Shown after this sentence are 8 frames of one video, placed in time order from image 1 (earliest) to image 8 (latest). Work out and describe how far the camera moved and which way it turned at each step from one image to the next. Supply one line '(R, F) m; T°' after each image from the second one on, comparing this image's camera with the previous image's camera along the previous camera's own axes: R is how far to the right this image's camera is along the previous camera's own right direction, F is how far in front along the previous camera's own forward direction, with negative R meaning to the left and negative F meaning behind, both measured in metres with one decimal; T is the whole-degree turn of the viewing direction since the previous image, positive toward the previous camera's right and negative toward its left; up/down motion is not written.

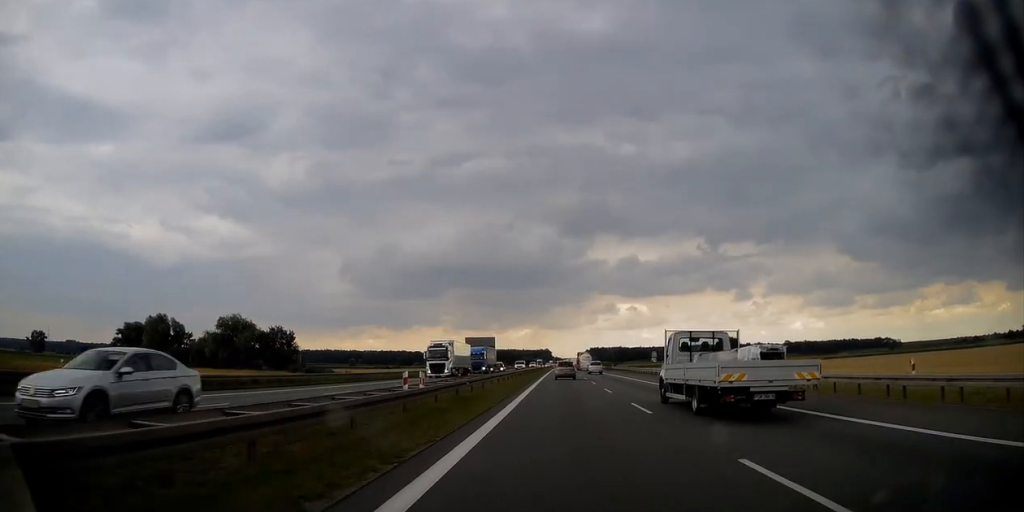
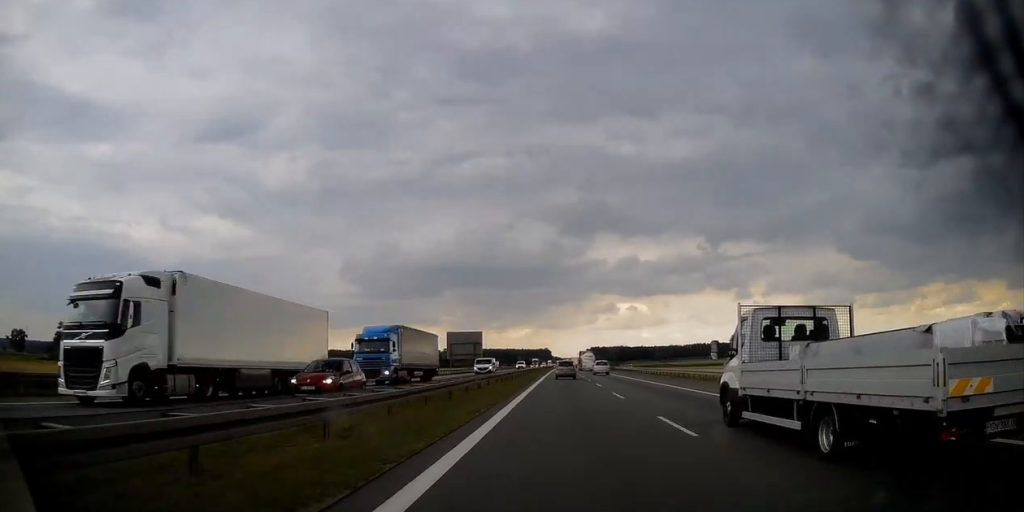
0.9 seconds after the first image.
(+0.3, +29.1) m; +1°
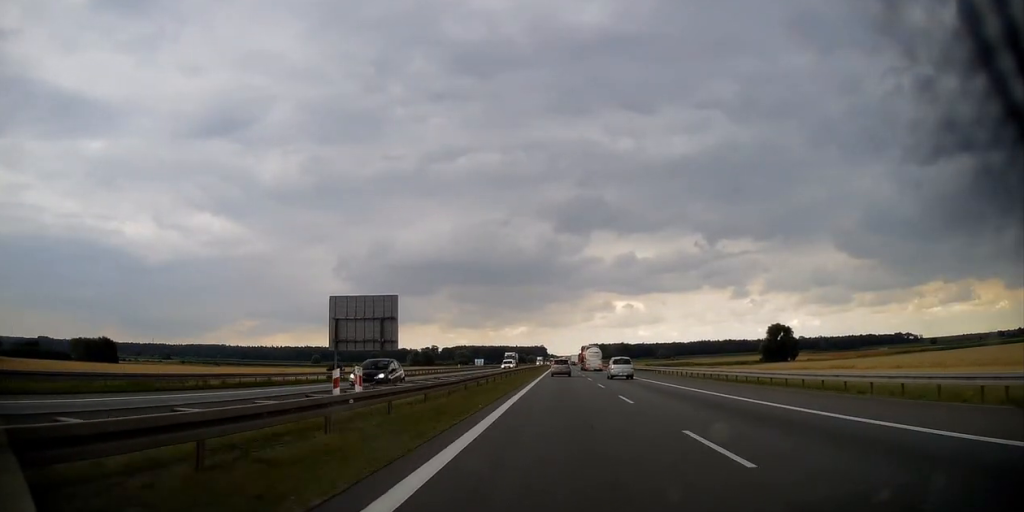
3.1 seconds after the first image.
(-0.3, +76.0) m; 0°
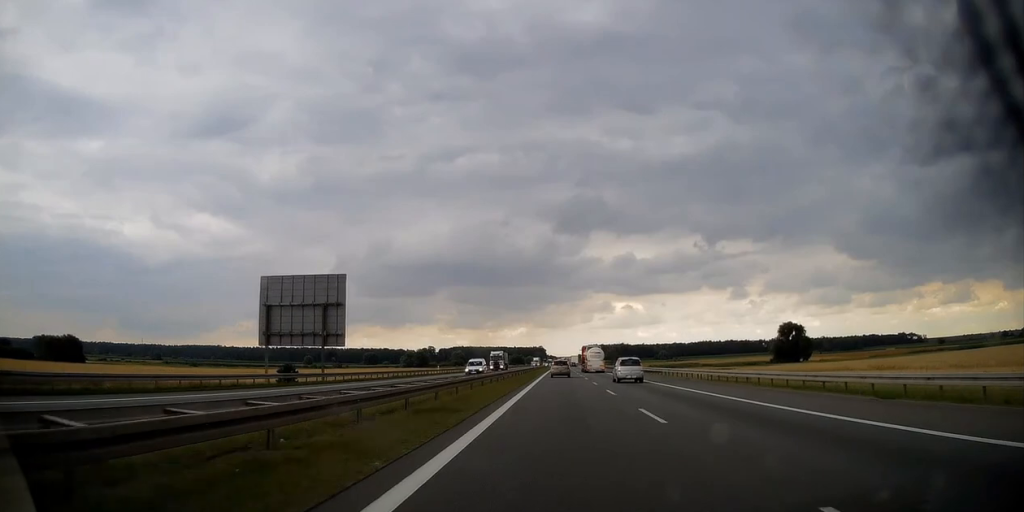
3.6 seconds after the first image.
(-0.1, +18.2) m; 0°
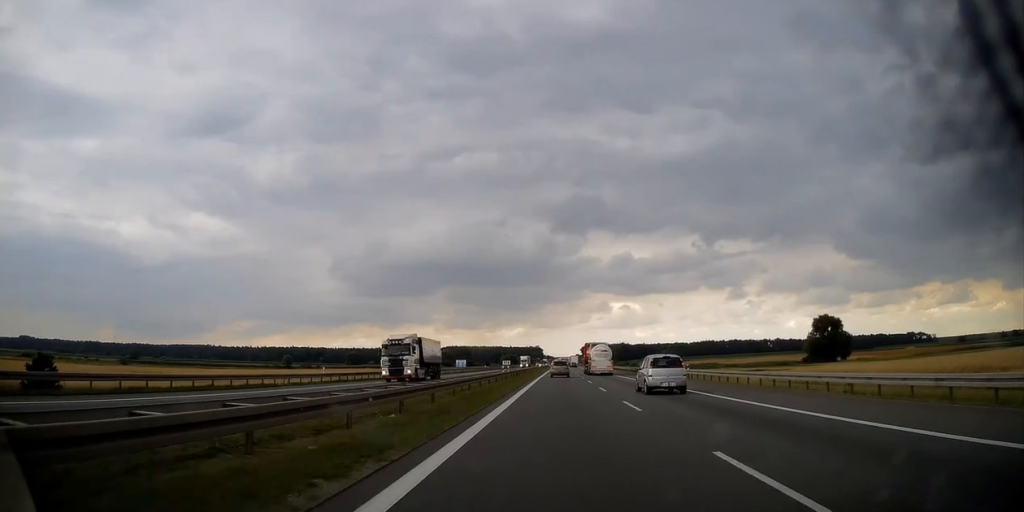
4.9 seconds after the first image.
(+0.4, +44.5) m; 0°
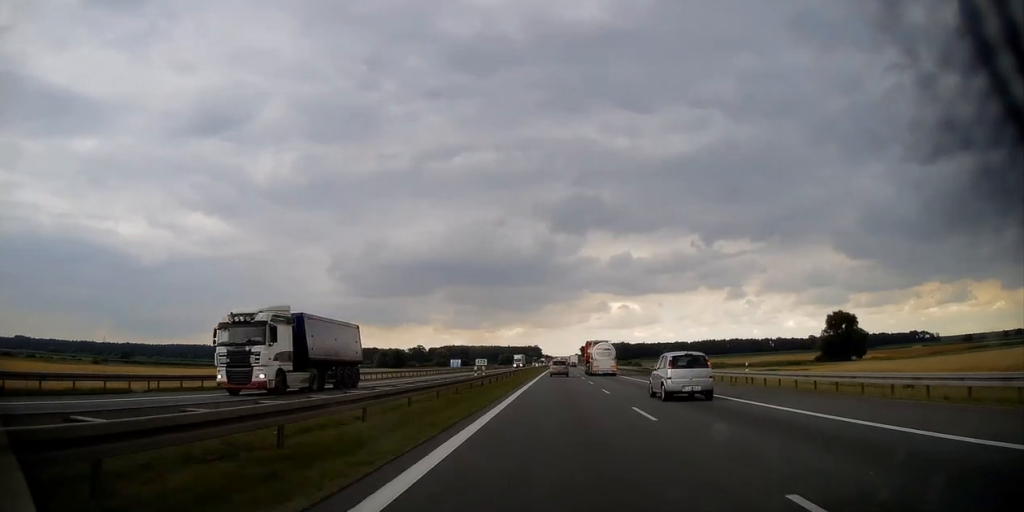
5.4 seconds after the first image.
(-0.2, +14.9) m; 0°
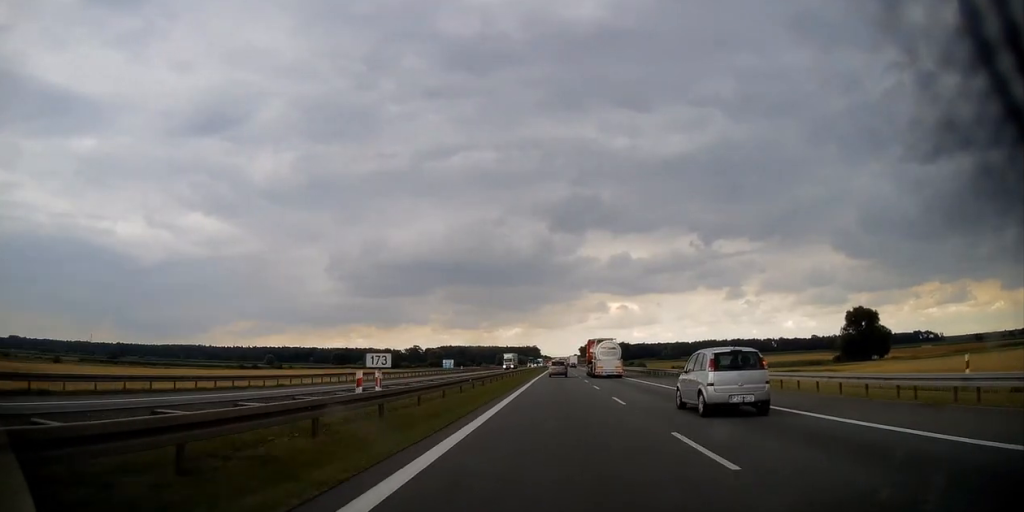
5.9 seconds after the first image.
(-0.1, +18.4) m; 0°
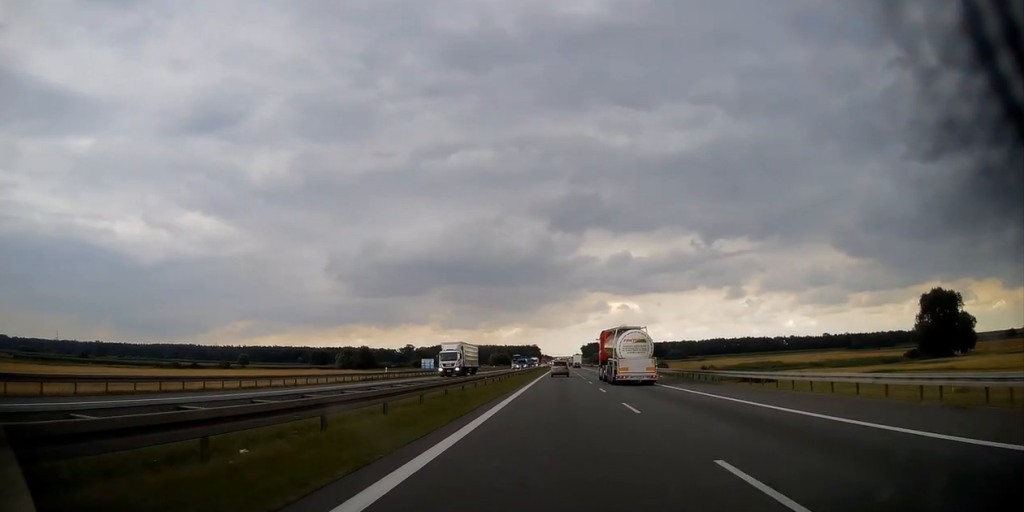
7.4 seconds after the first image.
(+0.5, +51.1) m; 0°
